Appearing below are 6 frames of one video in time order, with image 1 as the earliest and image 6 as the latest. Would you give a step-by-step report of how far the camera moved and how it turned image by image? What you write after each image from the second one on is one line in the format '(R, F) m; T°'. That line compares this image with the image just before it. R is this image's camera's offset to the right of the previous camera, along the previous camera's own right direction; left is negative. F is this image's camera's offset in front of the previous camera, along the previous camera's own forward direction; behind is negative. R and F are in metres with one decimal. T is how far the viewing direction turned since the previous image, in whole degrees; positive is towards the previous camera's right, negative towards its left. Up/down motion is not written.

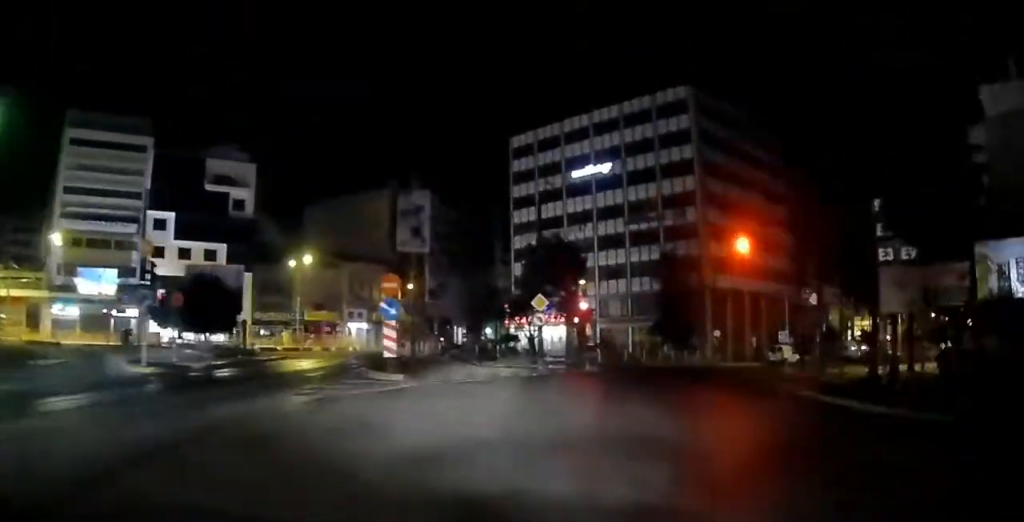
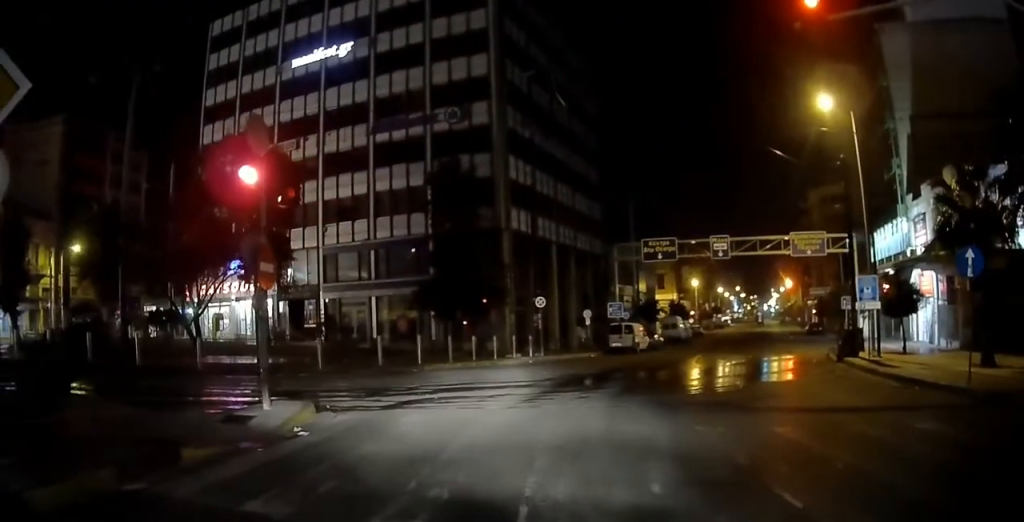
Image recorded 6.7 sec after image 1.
(+2.7, +19.9) m; +23°
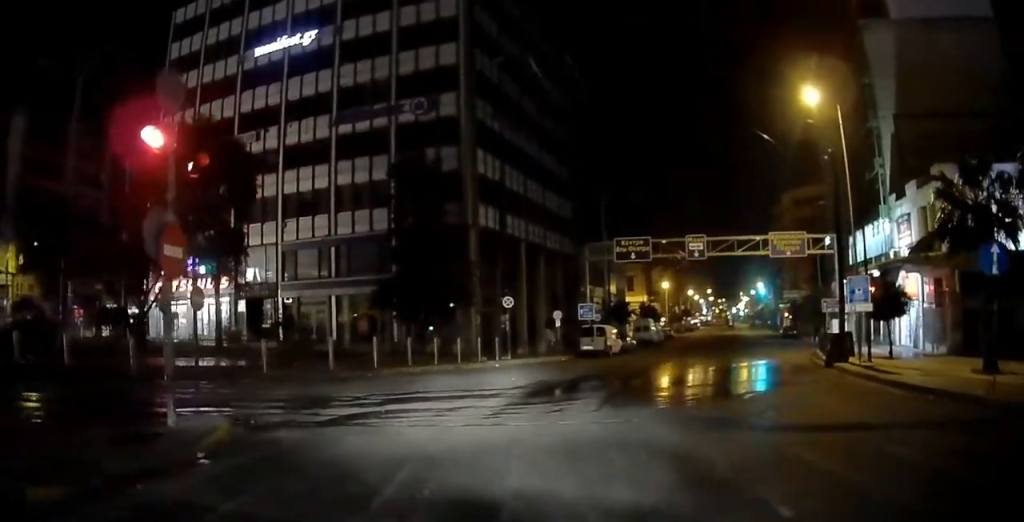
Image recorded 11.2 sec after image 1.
(+3.2, +17.0) m; +16°
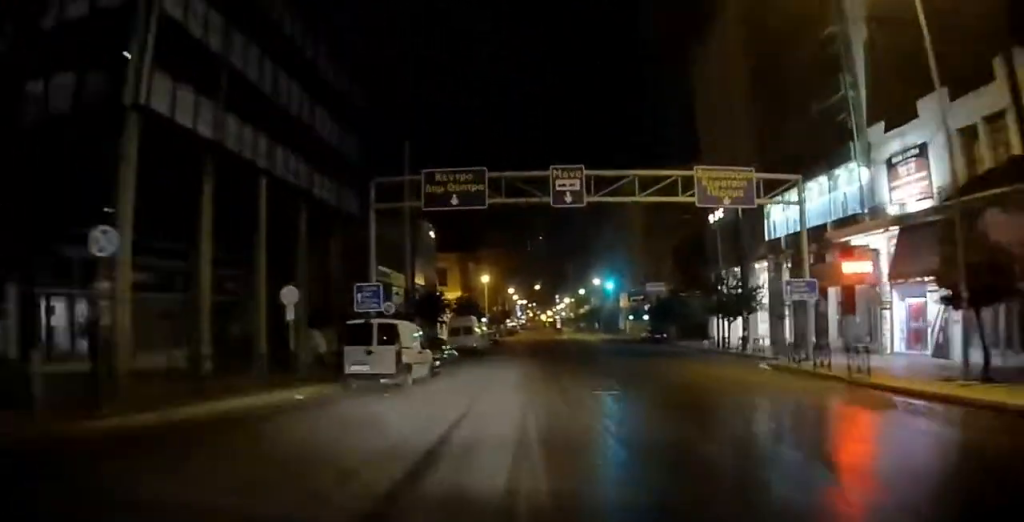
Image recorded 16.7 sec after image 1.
(+4.2, +32.8) m; +9°
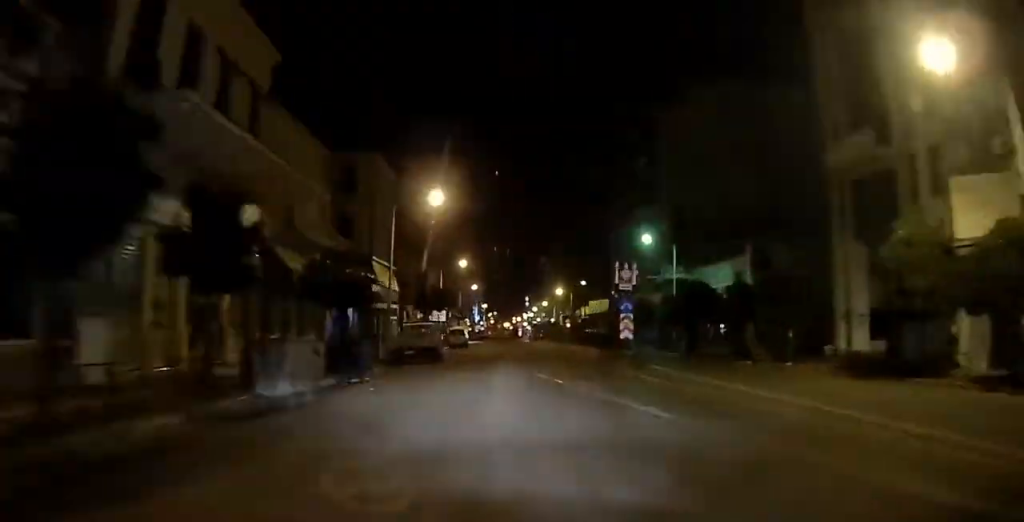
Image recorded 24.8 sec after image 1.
(+1.9, +78.1) m; +2°
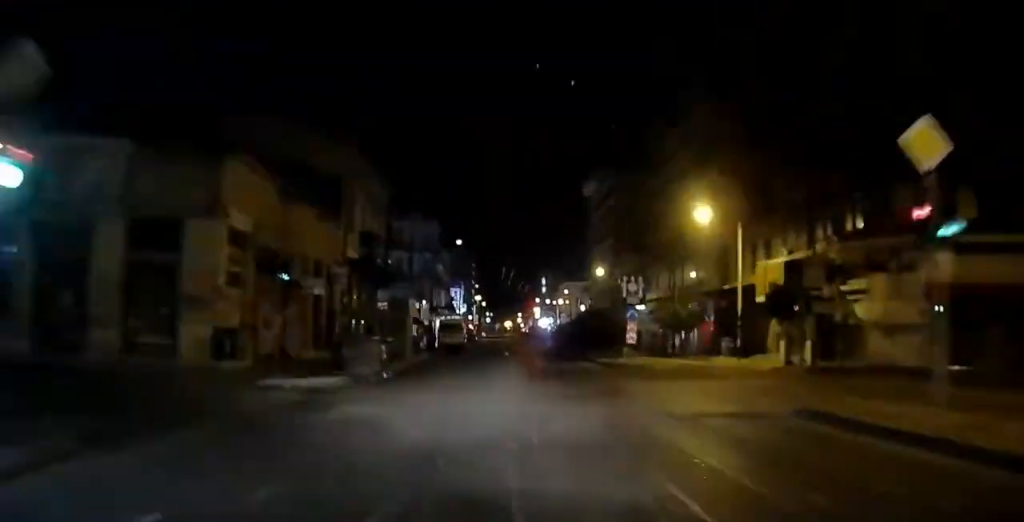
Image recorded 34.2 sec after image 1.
(+0.8, +116.9) m; 0°
